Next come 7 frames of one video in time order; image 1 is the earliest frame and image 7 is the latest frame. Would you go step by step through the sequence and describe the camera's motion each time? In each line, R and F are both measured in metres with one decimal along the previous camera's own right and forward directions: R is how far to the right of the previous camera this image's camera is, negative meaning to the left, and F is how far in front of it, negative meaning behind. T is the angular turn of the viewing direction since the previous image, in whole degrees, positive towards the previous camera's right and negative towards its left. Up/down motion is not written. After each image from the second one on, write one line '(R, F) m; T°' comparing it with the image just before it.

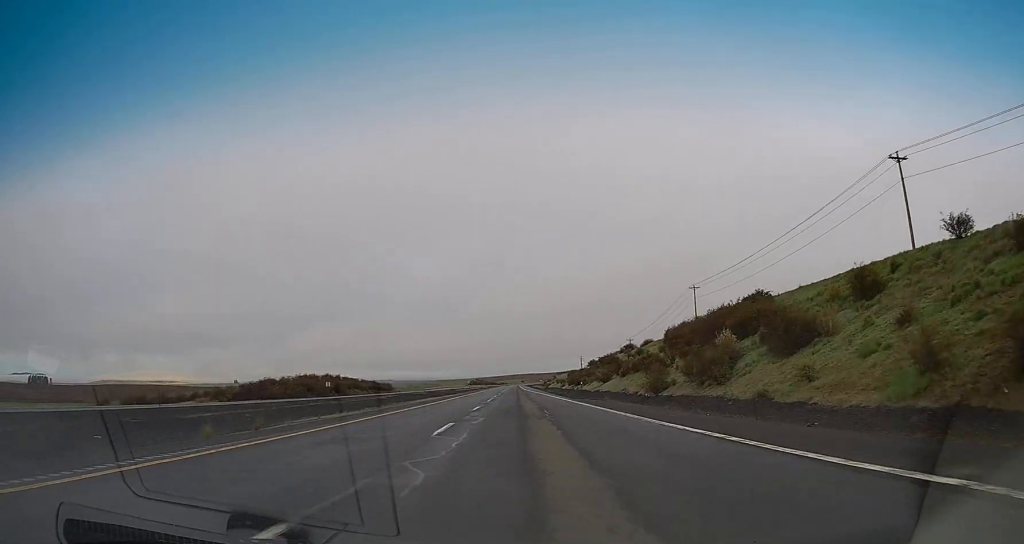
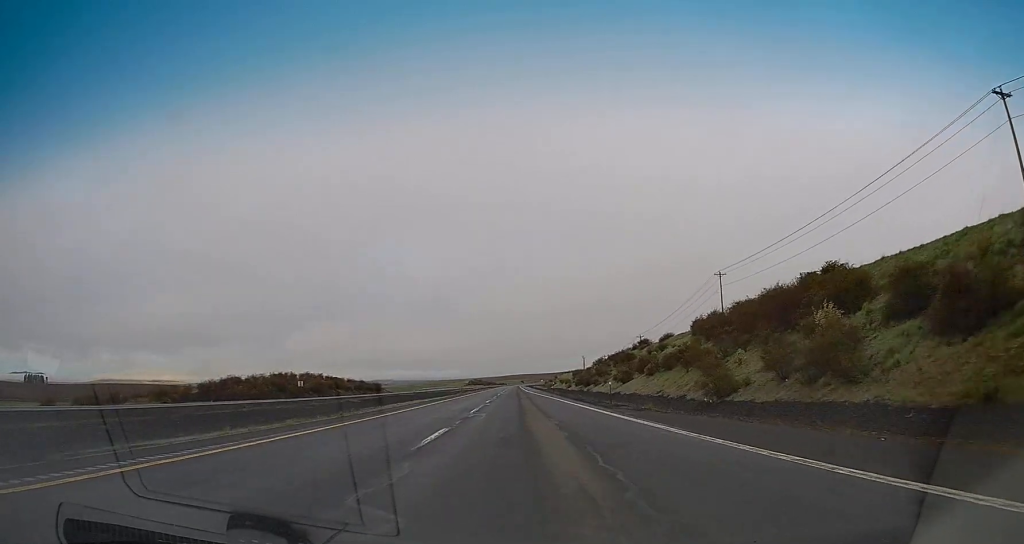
(0.0, +17.7) m; 0°
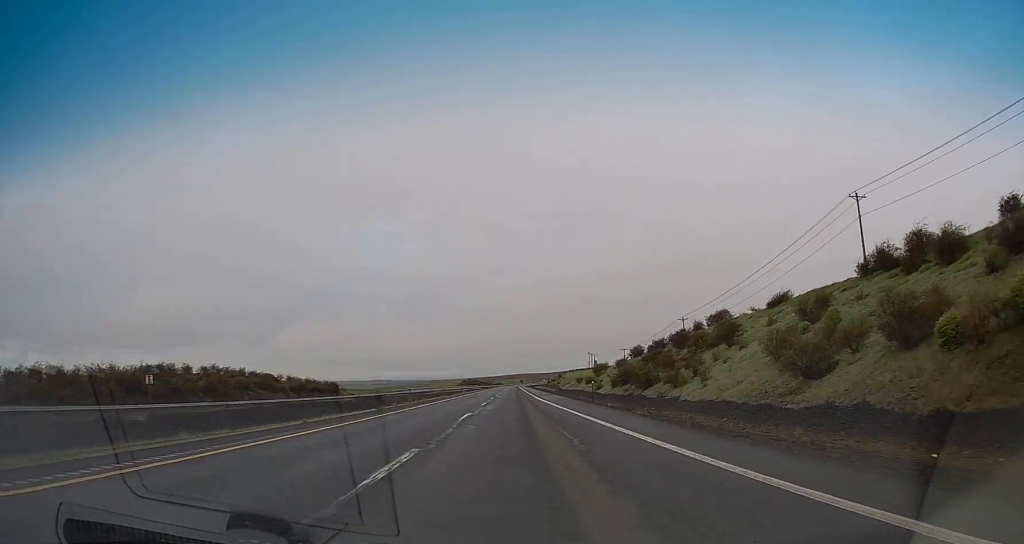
(+0.3, +51.9) m; 0°
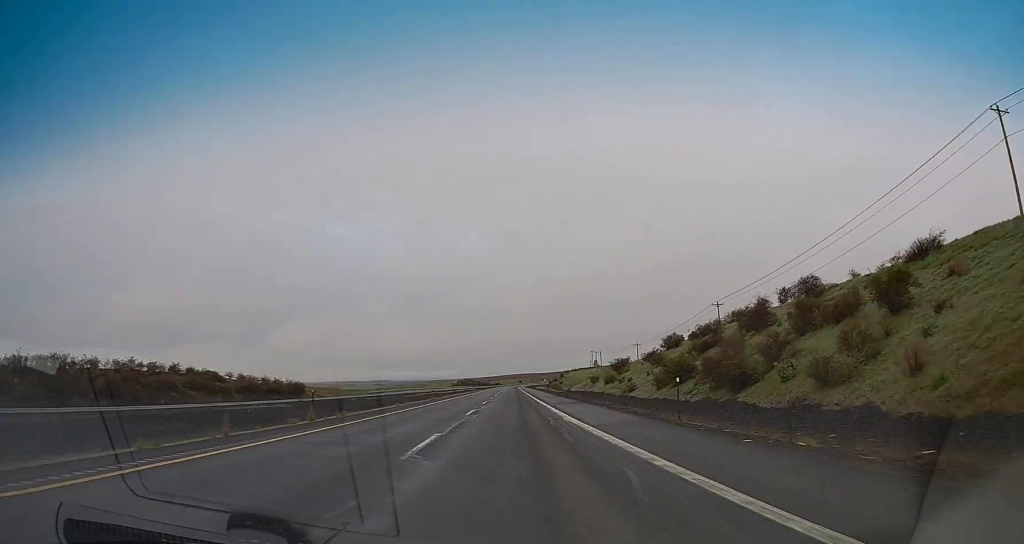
(+0.3, +26.5) m; 0°
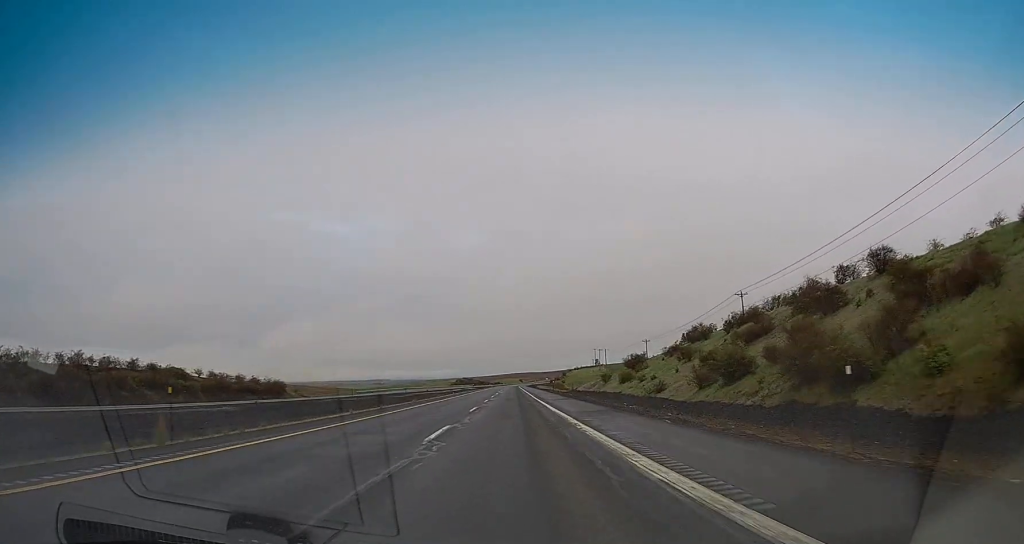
(0.0, +12.7) m; 0°
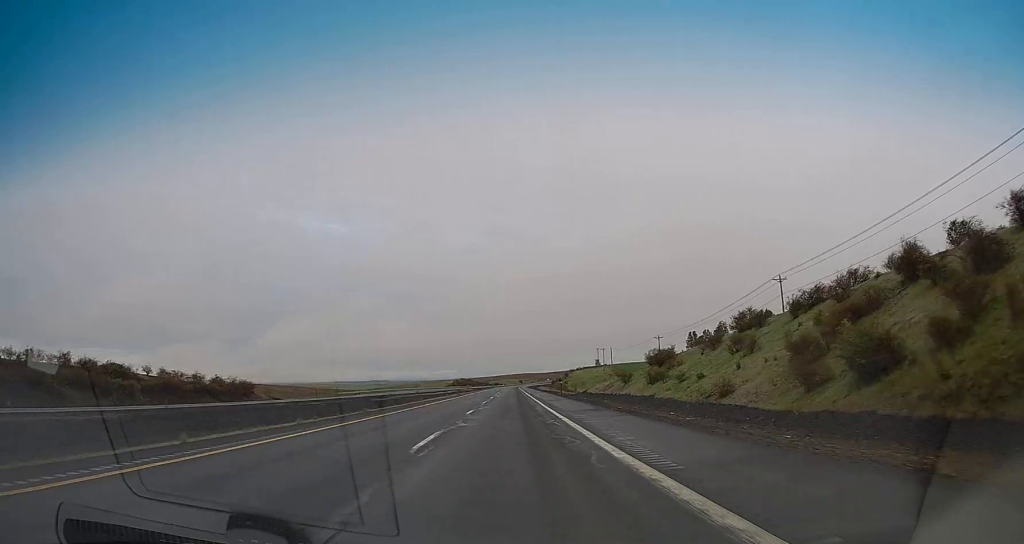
(0.0, +16.7) m; 0°
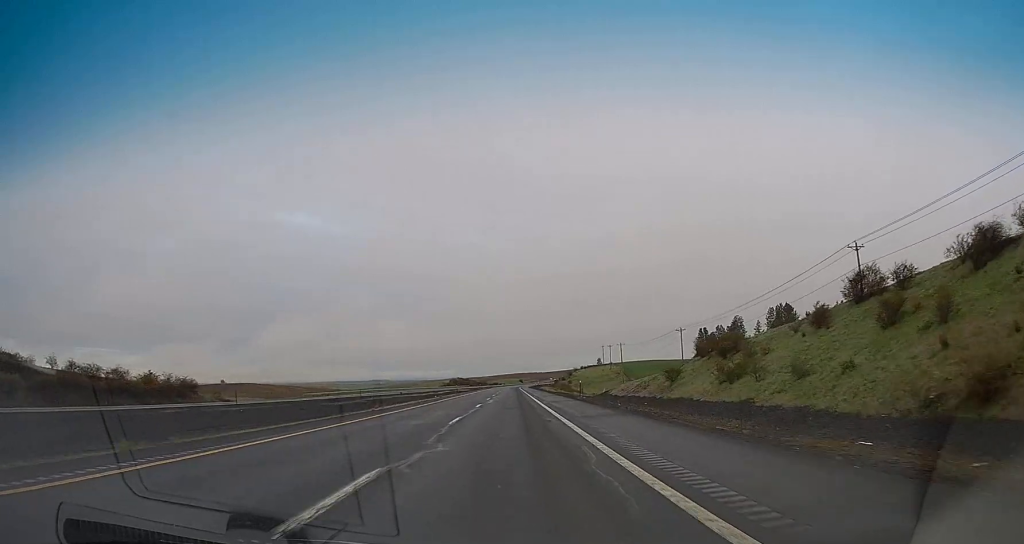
(-0.2, +22.6) m; 0°
